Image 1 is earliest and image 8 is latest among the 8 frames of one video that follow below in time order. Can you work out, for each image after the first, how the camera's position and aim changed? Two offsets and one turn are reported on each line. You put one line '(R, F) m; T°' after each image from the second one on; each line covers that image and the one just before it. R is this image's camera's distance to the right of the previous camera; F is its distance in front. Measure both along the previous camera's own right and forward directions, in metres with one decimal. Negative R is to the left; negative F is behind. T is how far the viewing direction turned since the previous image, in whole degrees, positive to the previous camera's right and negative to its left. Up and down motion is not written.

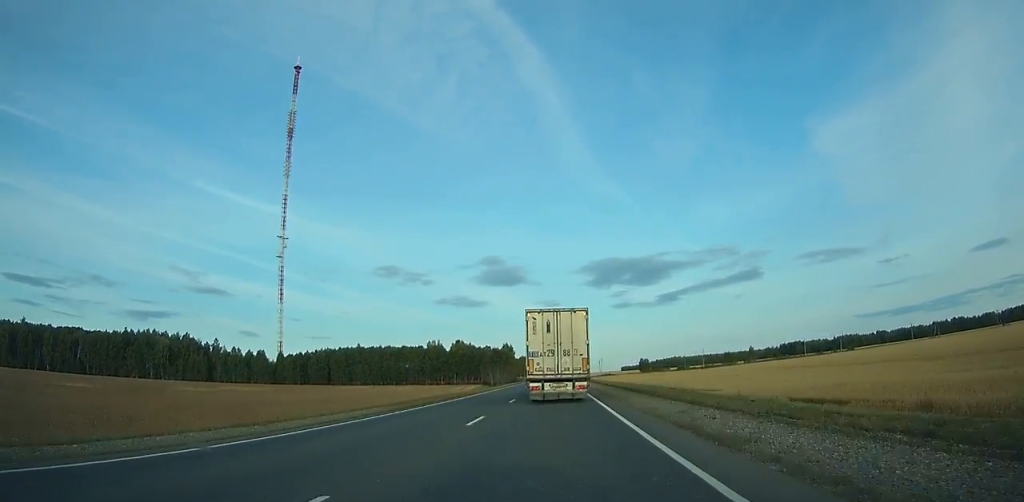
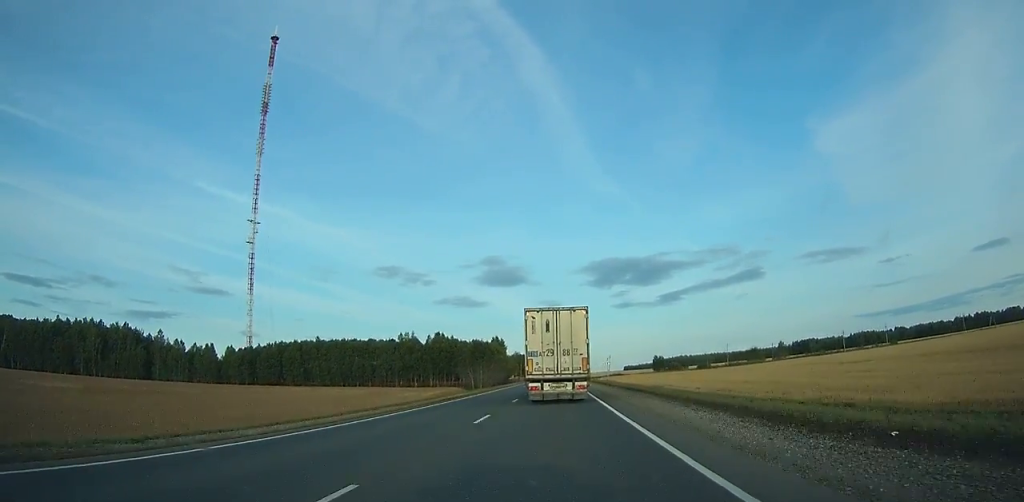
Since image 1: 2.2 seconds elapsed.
(0.0, +49.8) m; 0°
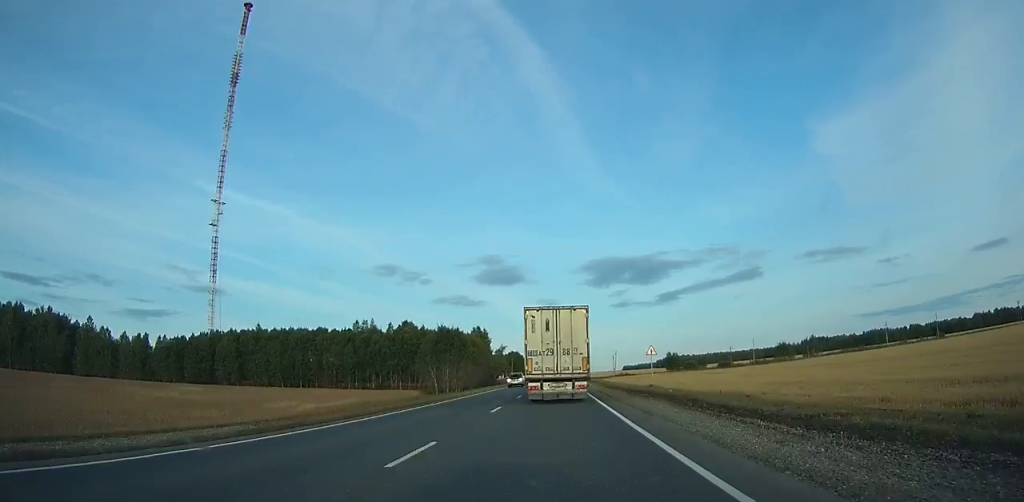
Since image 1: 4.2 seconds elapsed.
(+0.1, +45.3) m; 0°
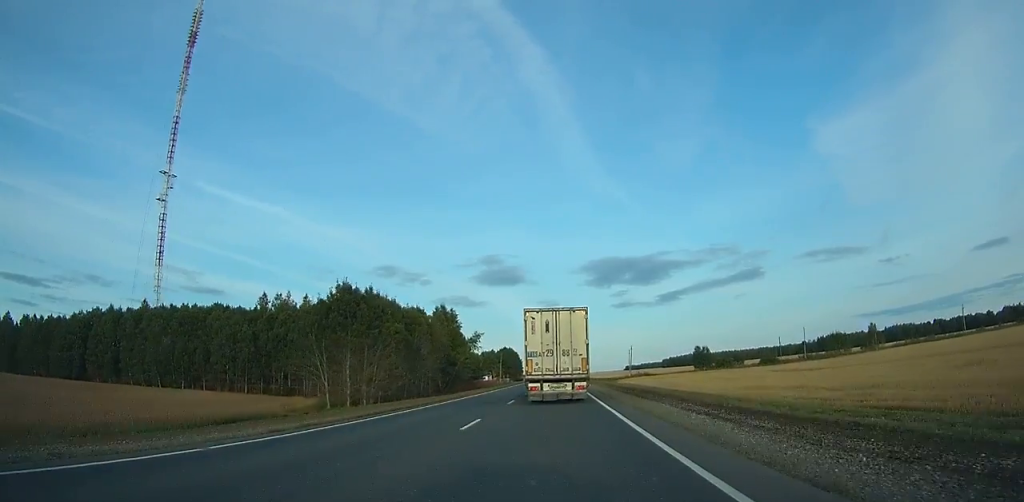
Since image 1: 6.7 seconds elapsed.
(+0.2, +56.3) m; 0°
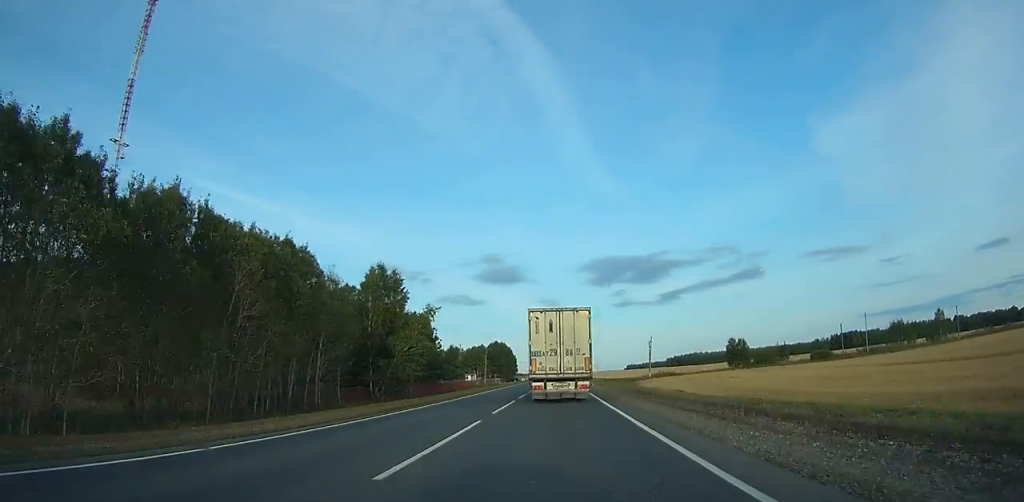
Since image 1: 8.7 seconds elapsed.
(-0.1, +42.9) m; 0°
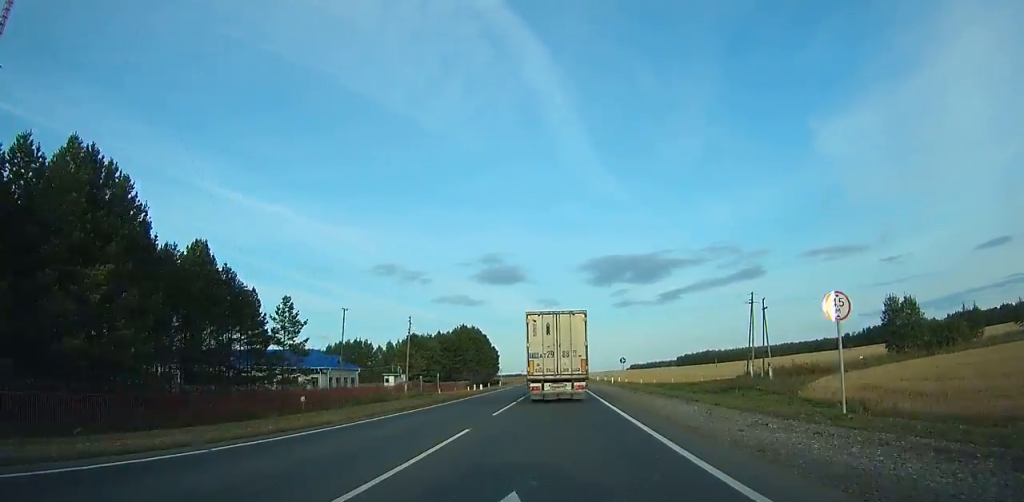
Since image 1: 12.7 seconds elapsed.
(+0.2, +85.9) m; 0°
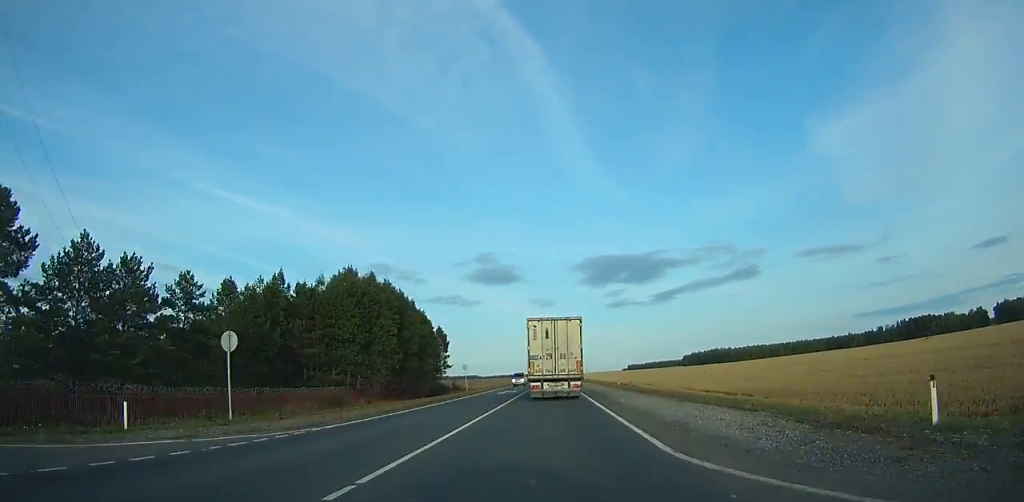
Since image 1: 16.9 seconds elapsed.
(0.0, +88.3) m; 0°
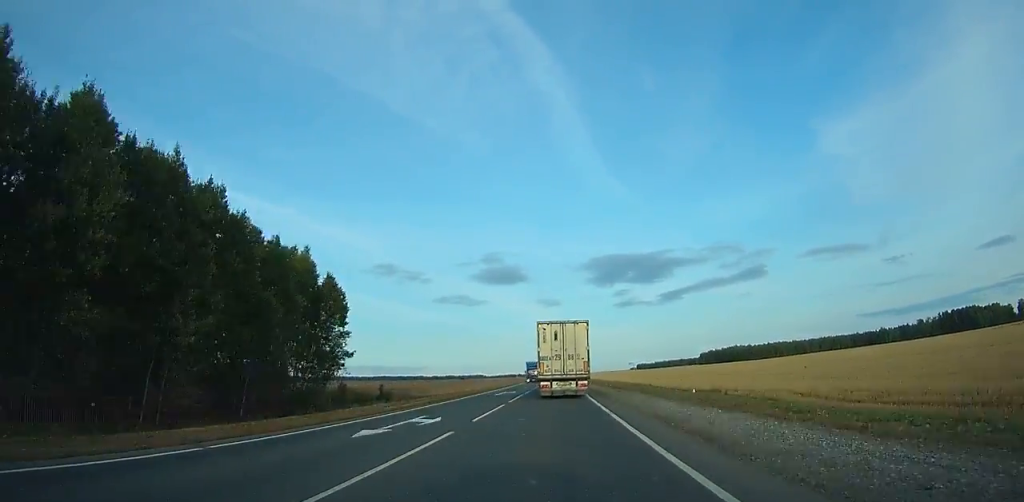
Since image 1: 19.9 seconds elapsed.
(-0.1, +61.1) m; 0°
